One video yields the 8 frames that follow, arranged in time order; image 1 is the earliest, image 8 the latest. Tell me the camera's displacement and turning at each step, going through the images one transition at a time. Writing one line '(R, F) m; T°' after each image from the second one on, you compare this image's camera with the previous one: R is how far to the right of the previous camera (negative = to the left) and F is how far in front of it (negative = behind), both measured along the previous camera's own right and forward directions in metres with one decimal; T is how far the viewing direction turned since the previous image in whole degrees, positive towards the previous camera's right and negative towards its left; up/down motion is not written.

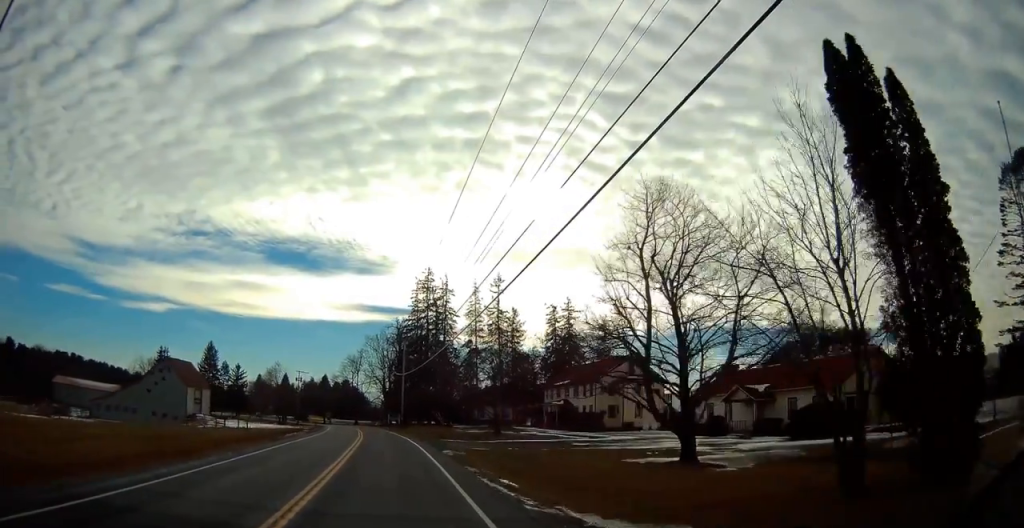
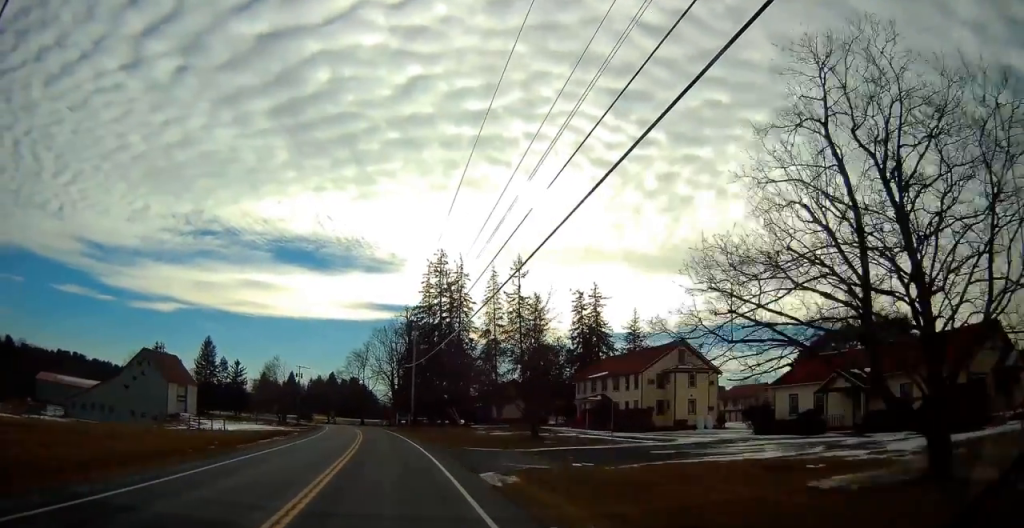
(-0.4, +10.8) m; -1°
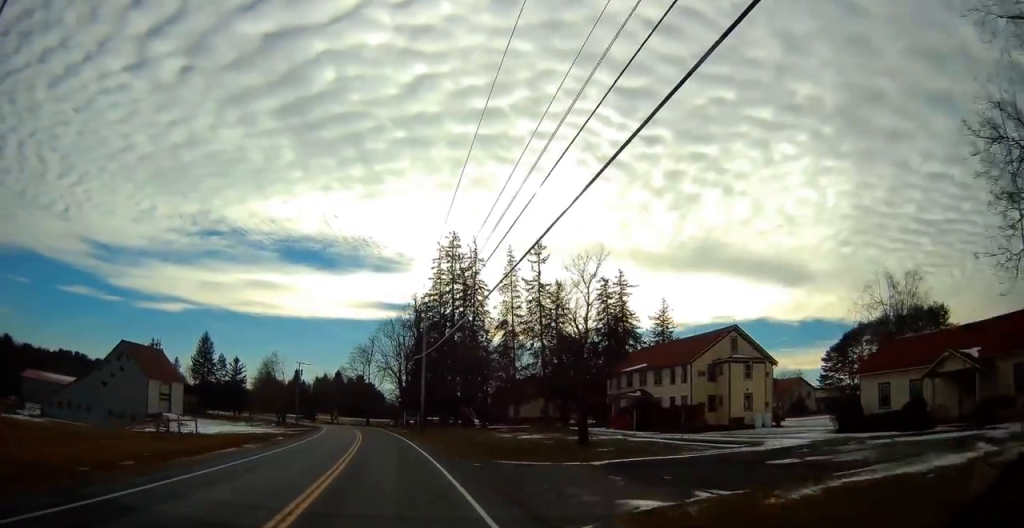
(-0.1, +8.8) m; -1°
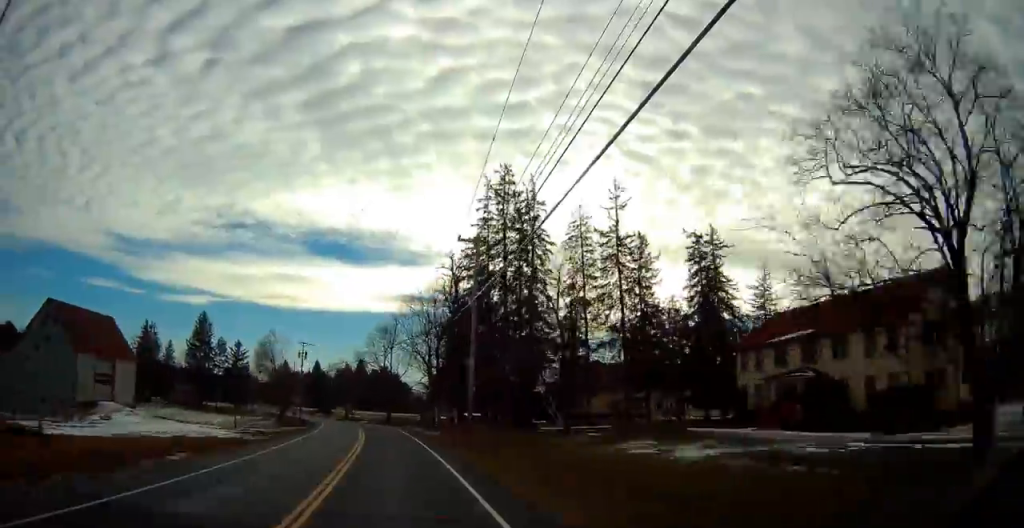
(-0.1, +22.3) m; -2°
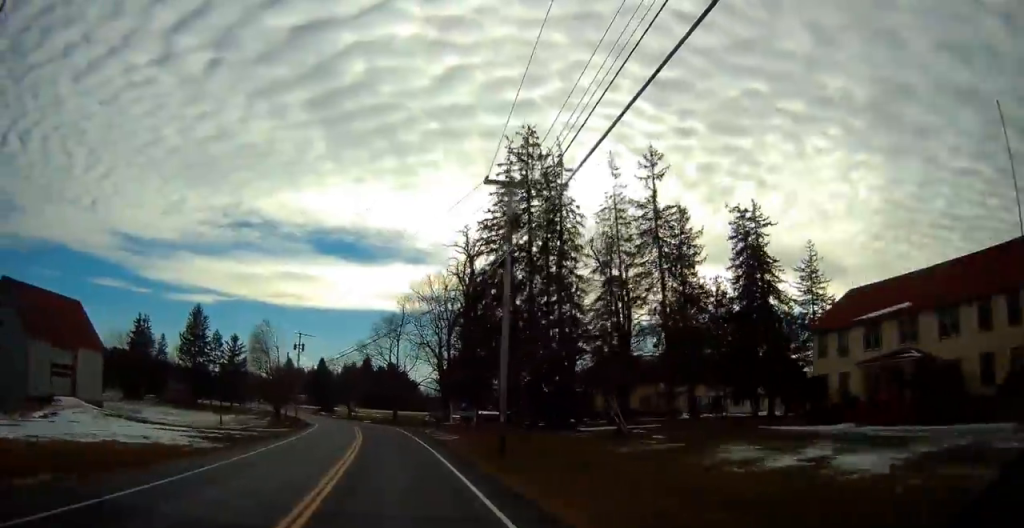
(-0.2, +8.8) m; -1°
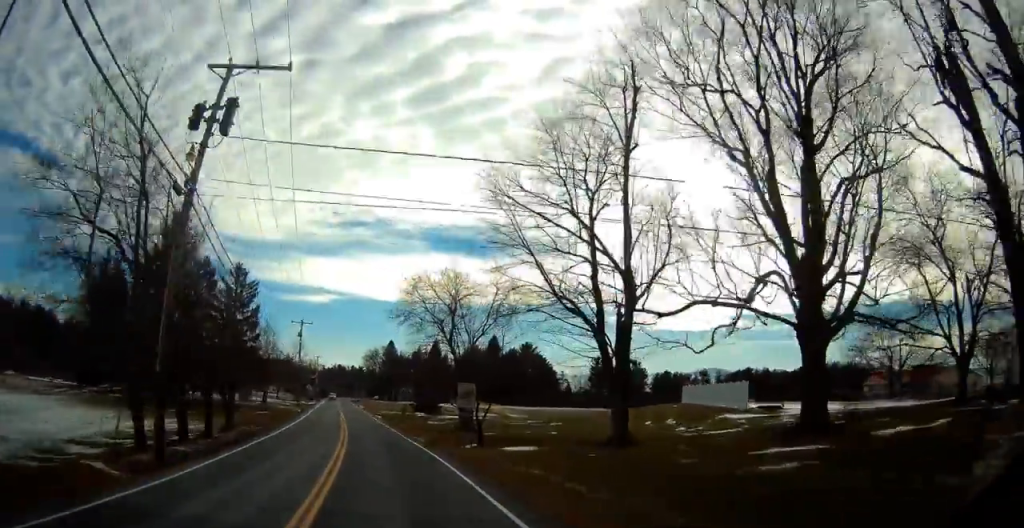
(-5.7, +64.2) m; -12°
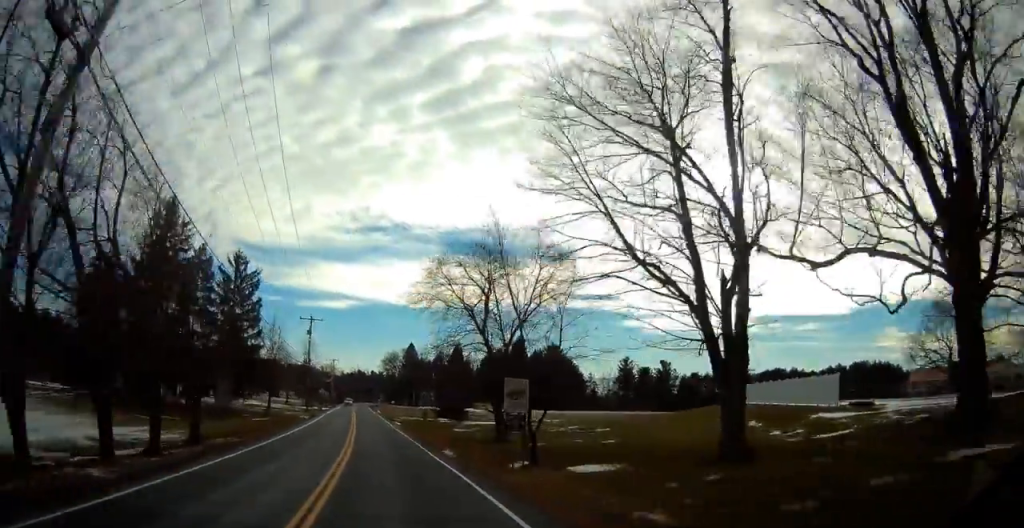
(-0.1, +8.0) m; -2°
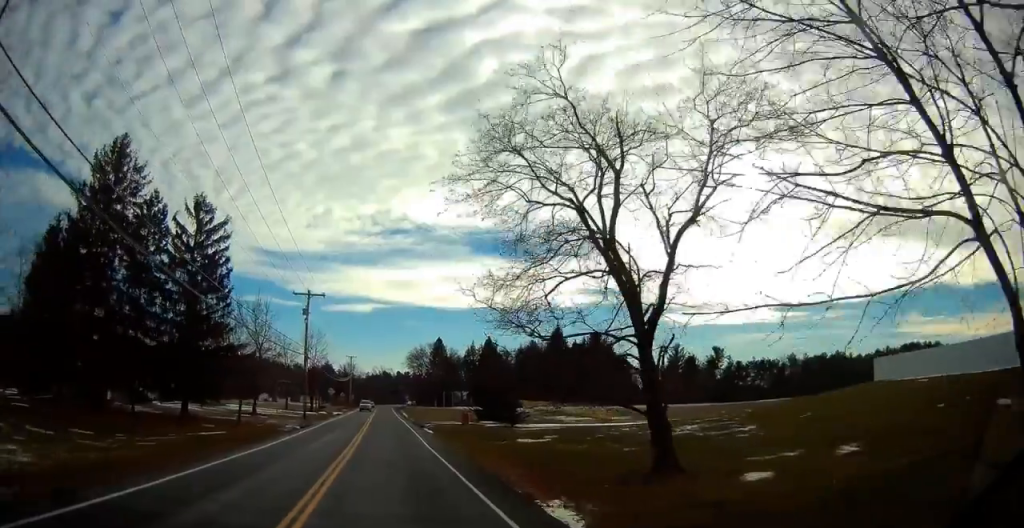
(-0.7, +18.7) m; -3°
